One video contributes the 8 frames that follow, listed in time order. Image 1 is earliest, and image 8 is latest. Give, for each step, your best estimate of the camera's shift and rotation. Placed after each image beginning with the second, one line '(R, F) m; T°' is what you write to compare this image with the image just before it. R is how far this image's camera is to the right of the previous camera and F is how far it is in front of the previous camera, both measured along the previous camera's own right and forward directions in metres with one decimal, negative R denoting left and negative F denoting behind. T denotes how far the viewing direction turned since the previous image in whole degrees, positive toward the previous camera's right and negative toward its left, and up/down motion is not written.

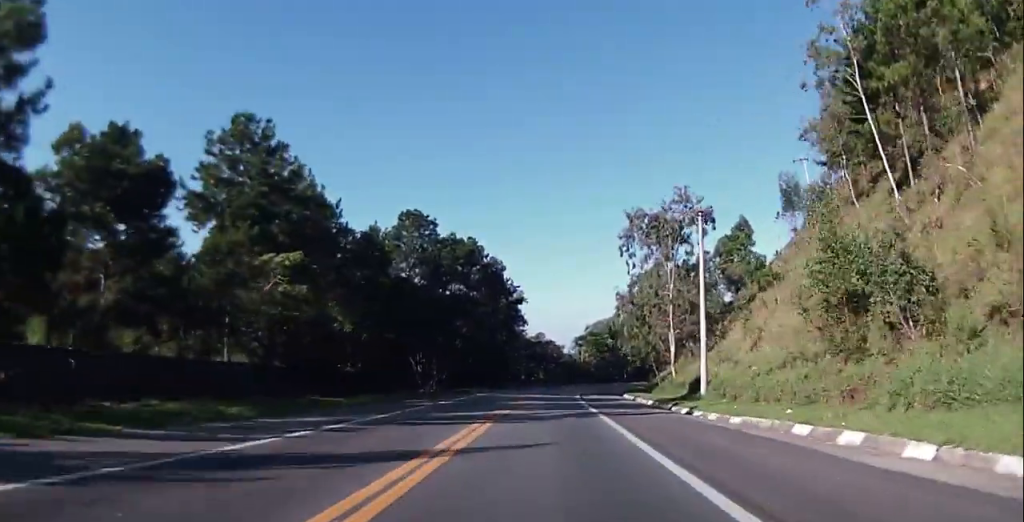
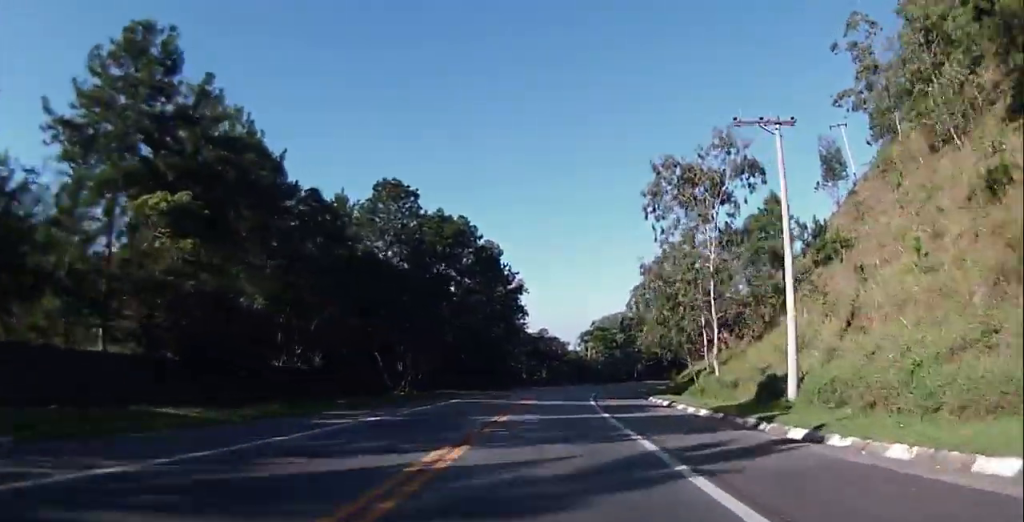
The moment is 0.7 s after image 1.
(-0.3, +13.6) m; -1°
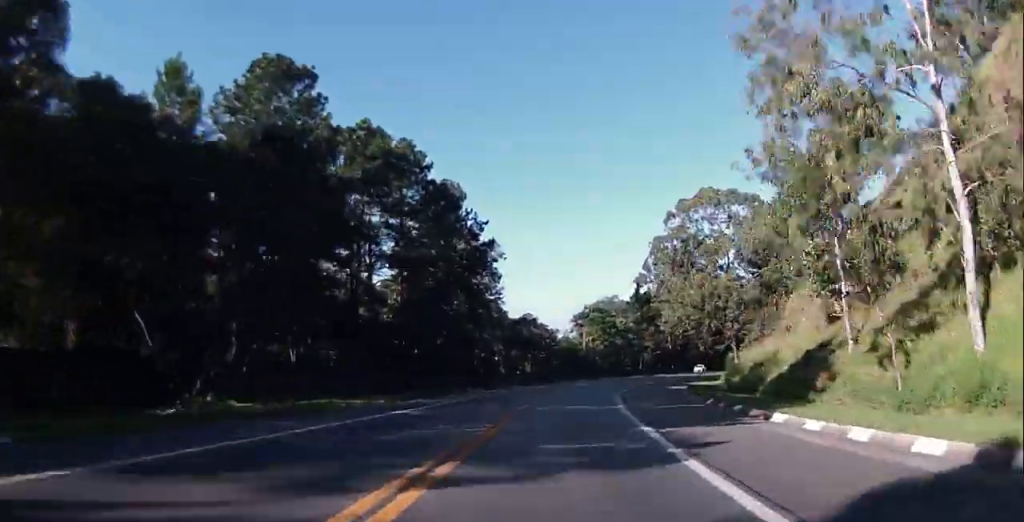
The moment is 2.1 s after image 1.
(+0.3, +28.6) m; +1°
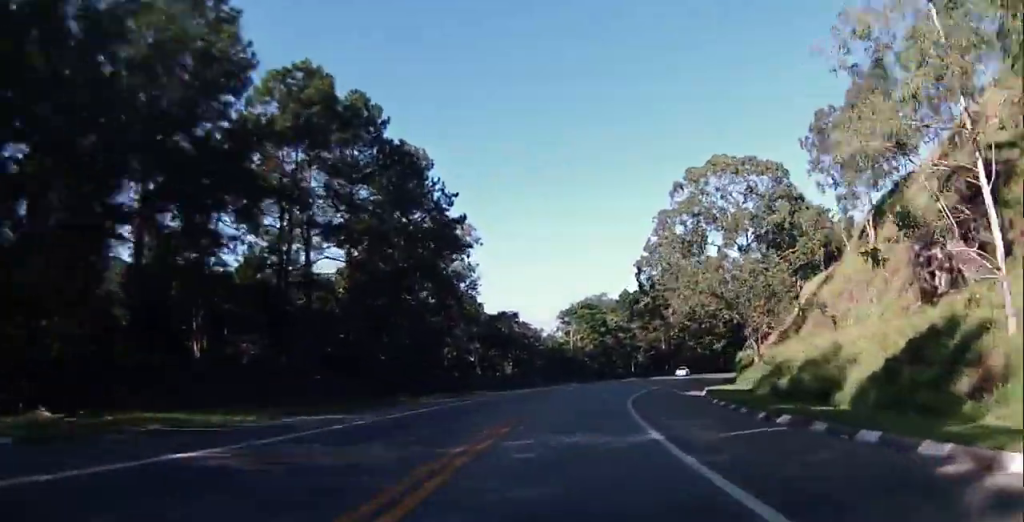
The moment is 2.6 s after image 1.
(+0.1, +11.5) m; +1°
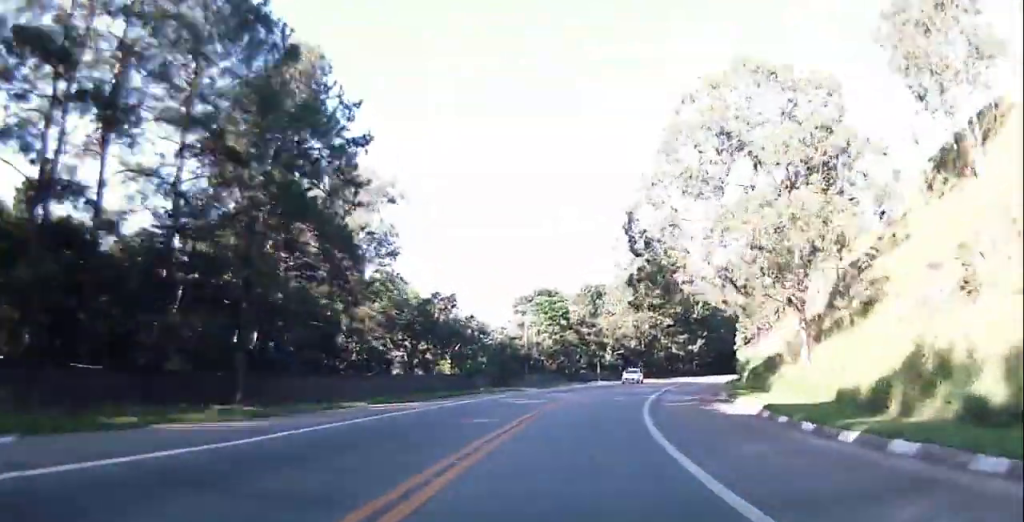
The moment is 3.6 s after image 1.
(+0.1, +18.8) m; +3°
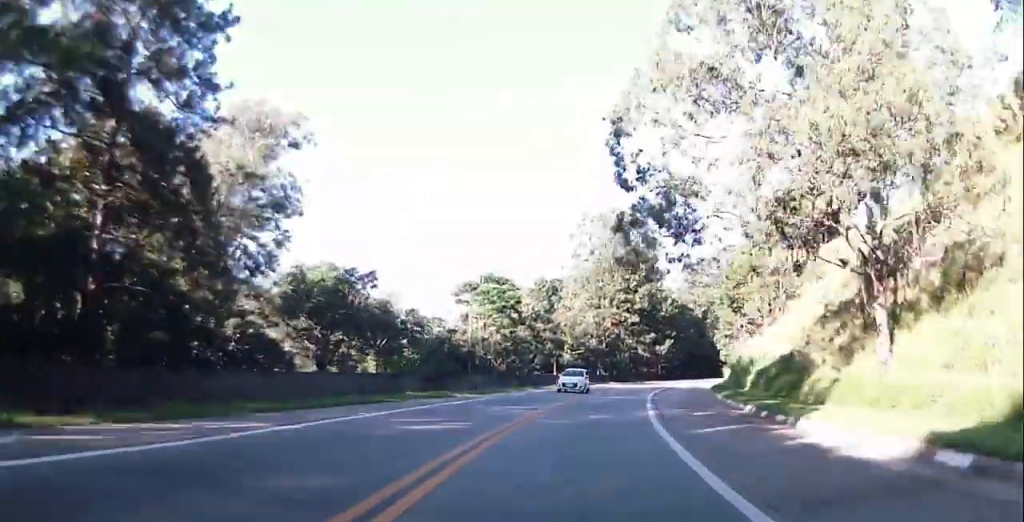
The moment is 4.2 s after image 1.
(-0.1, +13.3) m; +4°
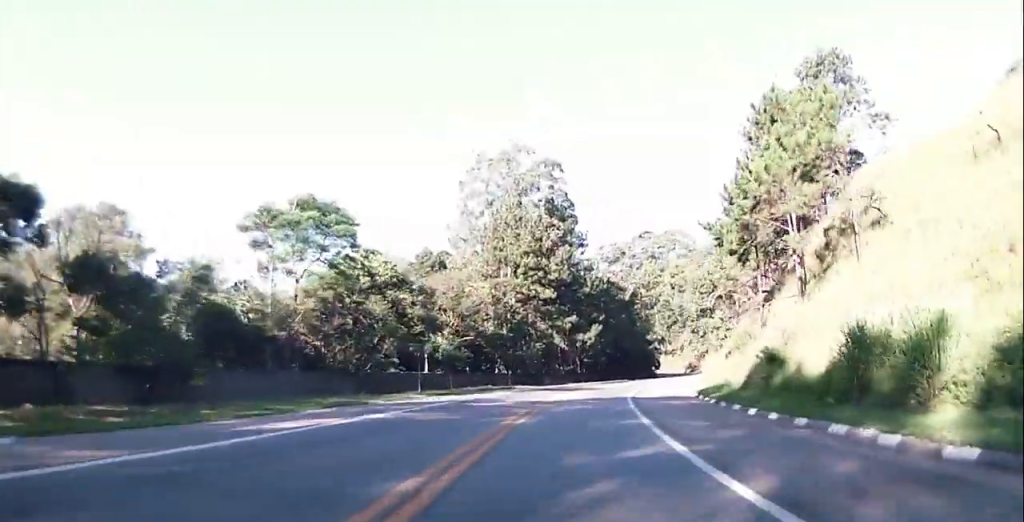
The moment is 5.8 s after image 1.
(+2.3, +31.4) m; +7°
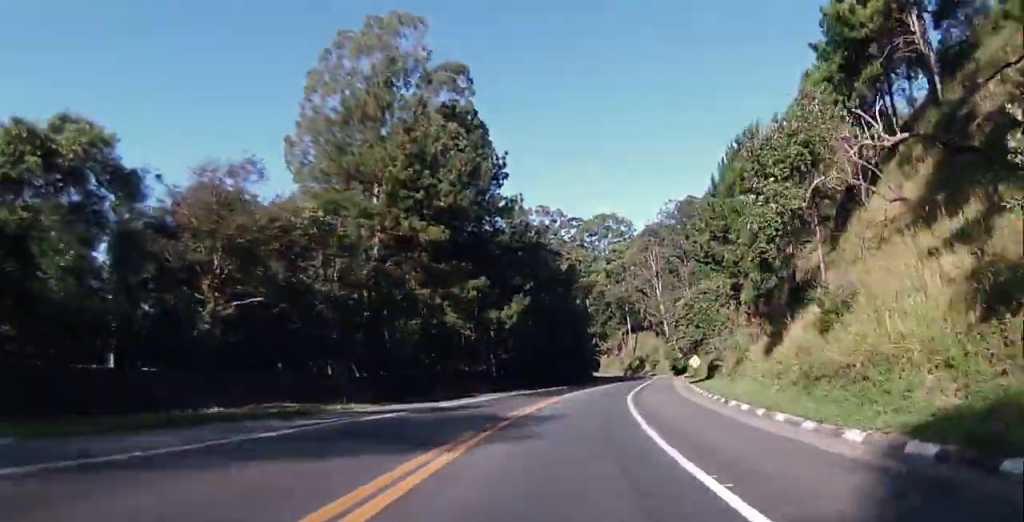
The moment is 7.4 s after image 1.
(+2.5, +32.4) m; +8°
